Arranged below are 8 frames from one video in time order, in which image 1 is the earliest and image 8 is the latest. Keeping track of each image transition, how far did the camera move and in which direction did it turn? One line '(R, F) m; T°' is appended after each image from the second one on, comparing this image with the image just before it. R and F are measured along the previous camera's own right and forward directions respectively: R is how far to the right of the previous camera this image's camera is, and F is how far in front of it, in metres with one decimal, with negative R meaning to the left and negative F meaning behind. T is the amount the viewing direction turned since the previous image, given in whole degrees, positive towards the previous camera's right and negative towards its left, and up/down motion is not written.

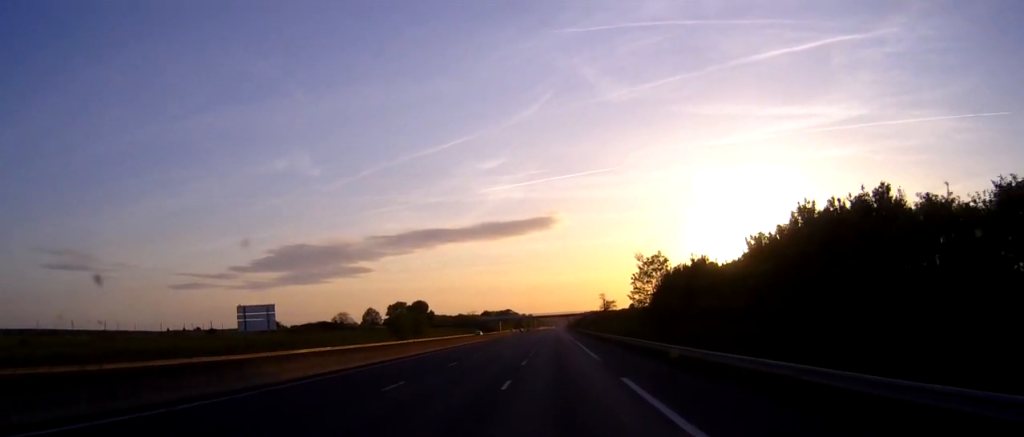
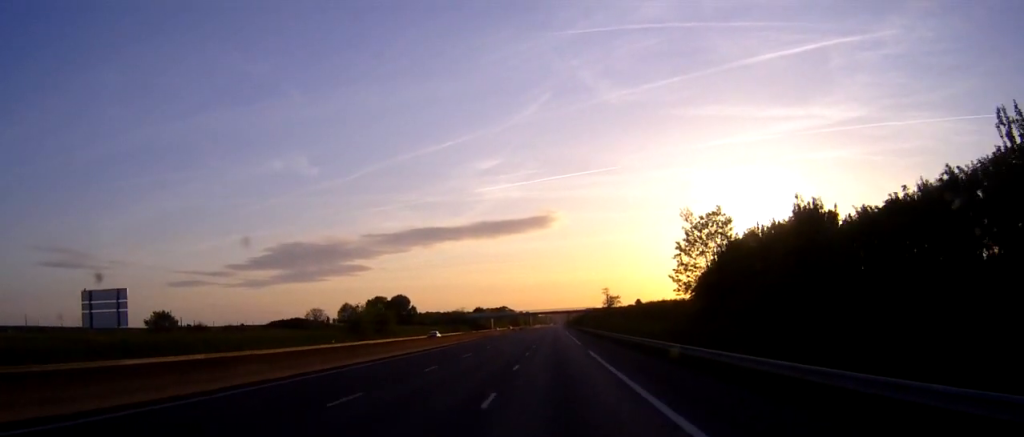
(0.0, +31.3) m; 0°
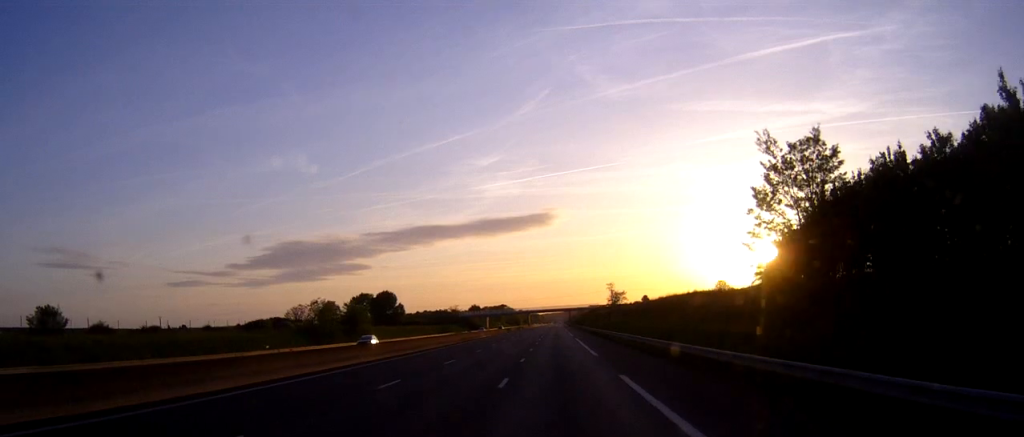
(0.0, +20.9) m; 0°
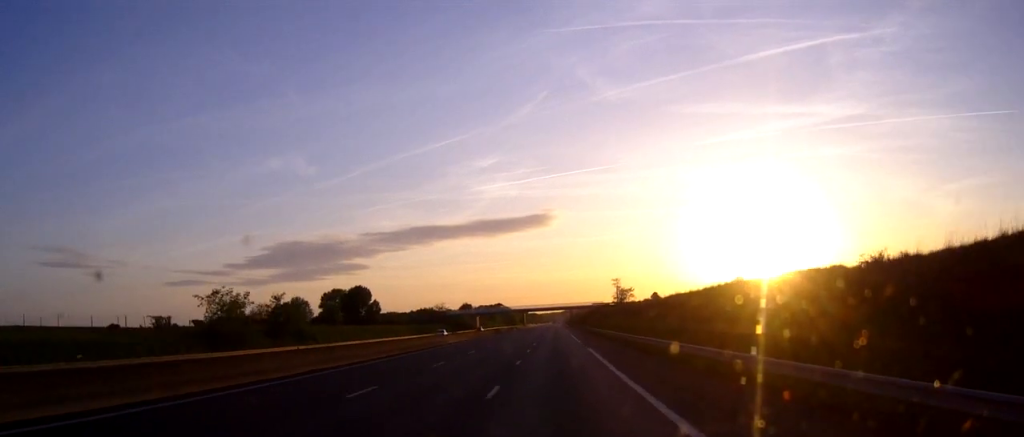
(-0.1, +29.6) m; 0°
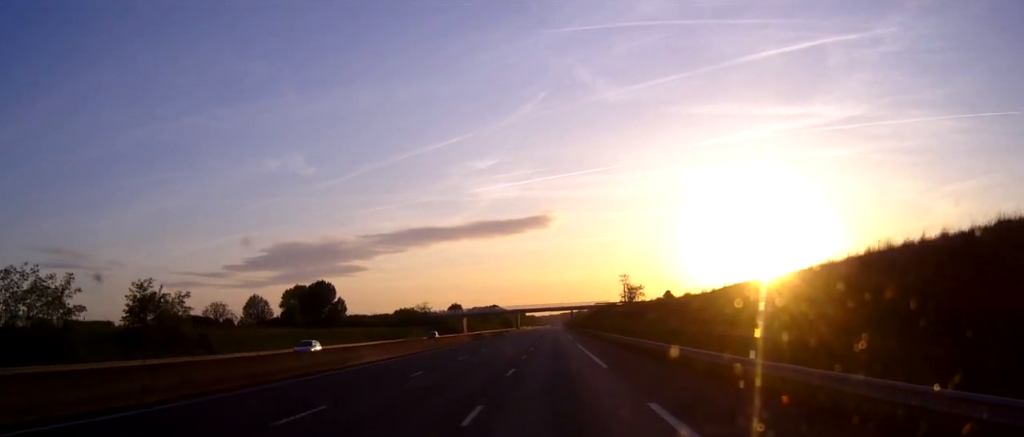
(+0.1, +30.6) m; 0°
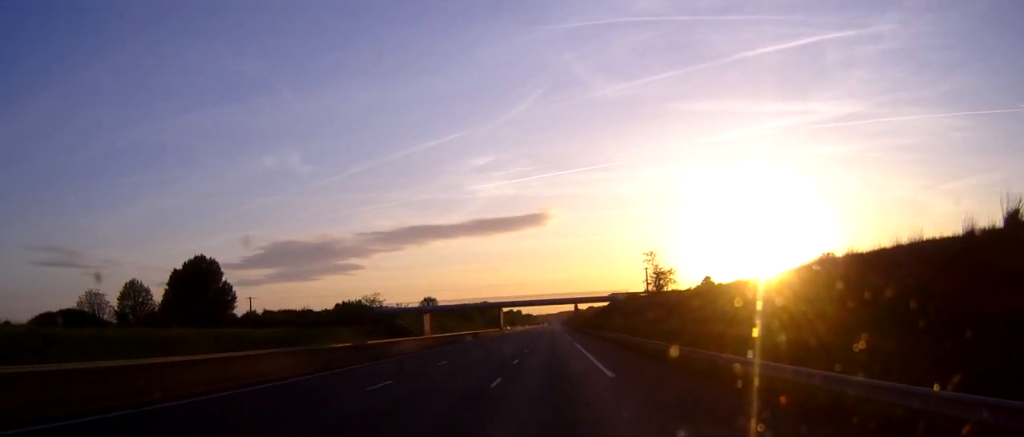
(-0.4, +57.4) m; 0°
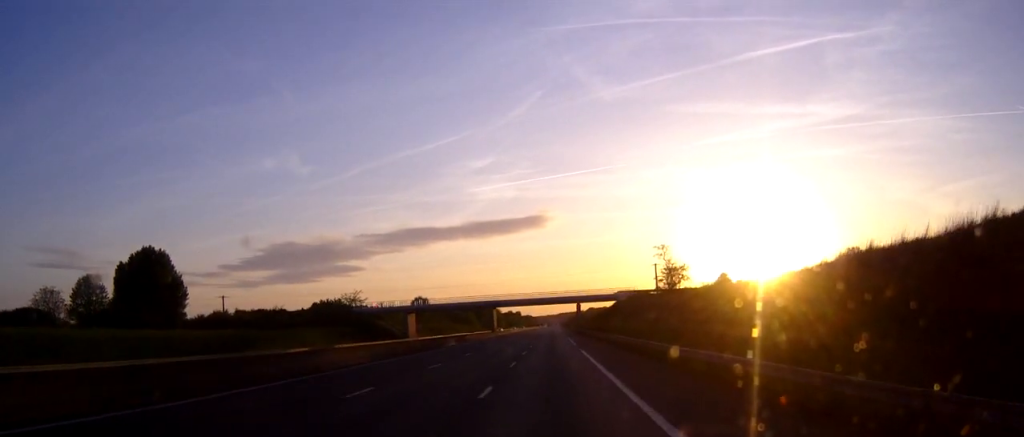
(+0.1, +15.3) m; 0°
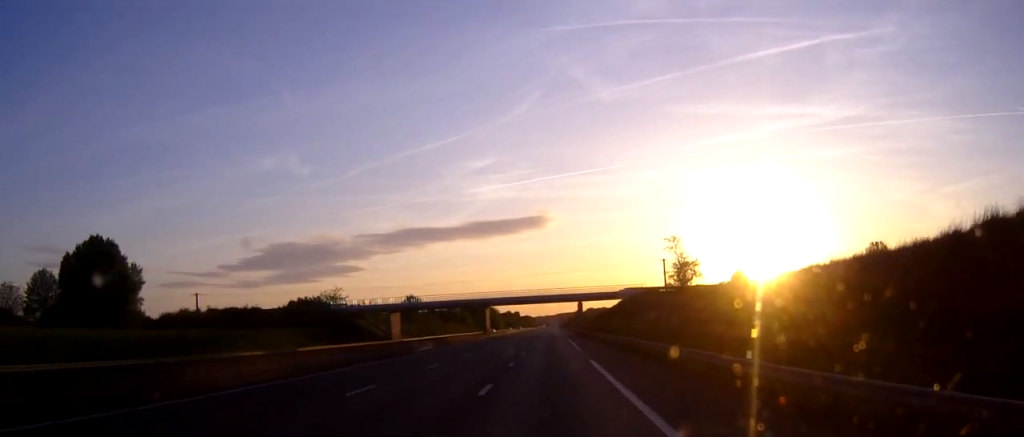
(0.0, +12.4) m; 0°
